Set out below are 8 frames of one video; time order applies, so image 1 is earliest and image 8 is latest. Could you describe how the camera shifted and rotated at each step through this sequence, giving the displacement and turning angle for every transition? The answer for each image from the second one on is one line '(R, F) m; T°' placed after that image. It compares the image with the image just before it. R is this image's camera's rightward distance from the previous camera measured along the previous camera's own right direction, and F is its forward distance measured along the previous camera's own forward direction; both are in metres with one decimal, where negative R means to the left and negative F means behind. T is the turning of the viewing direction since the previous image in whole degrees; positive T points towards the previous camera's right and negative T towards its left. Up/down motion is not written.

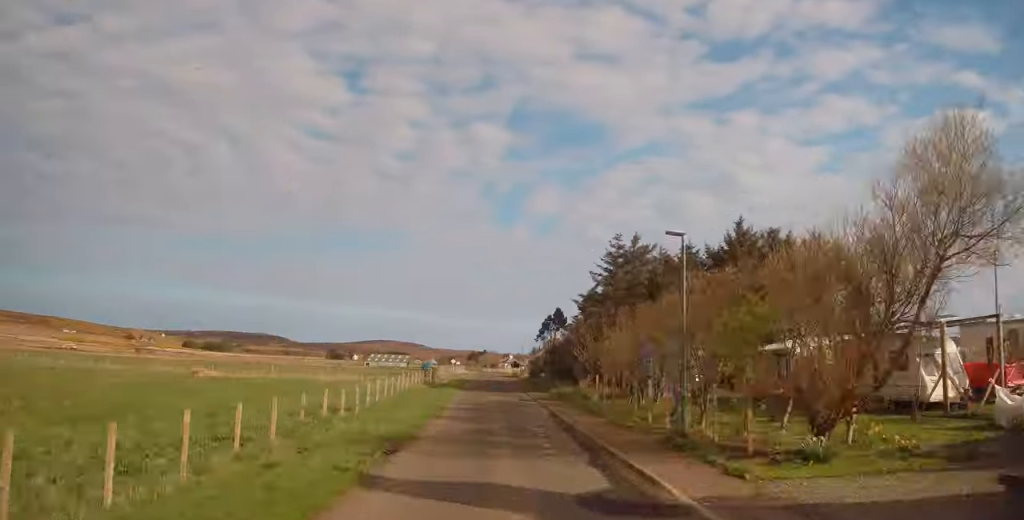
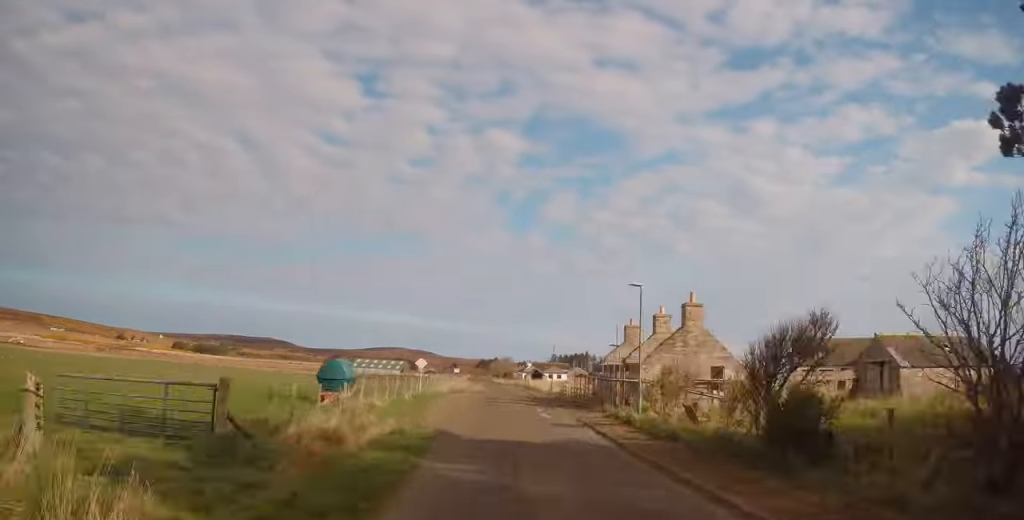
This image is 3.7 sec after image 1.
(+1.2, +48.8) m; -3°
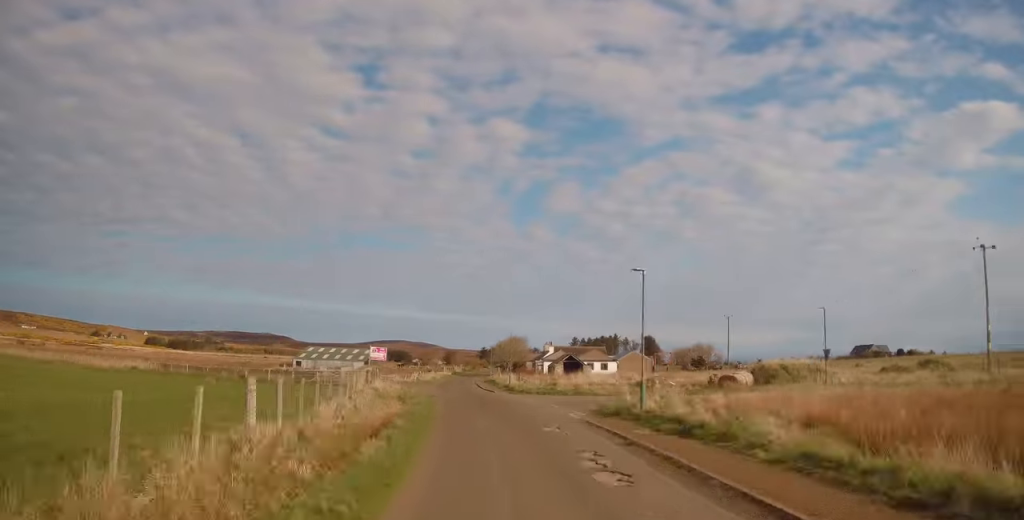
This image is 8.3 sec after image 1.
(-5.0, +65.7) m; -4°
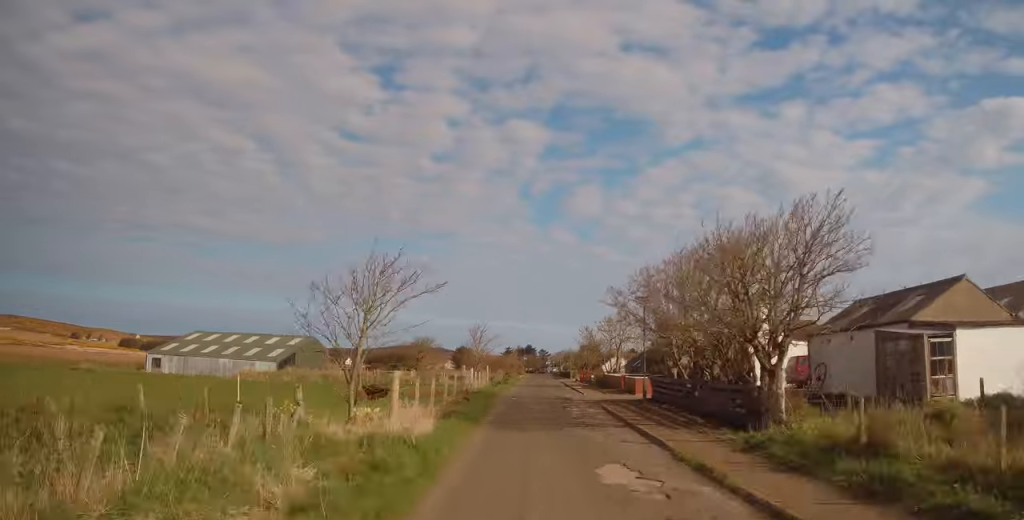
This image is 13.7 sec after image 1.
(+1.9, +85.5) m; -7°
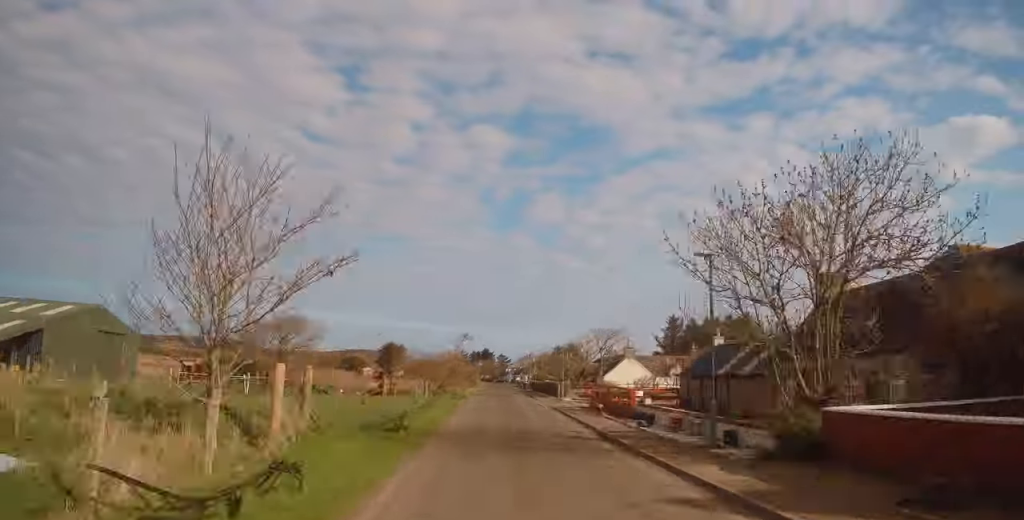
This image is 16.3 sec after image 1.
(-2.3, +39.9) m; +1°
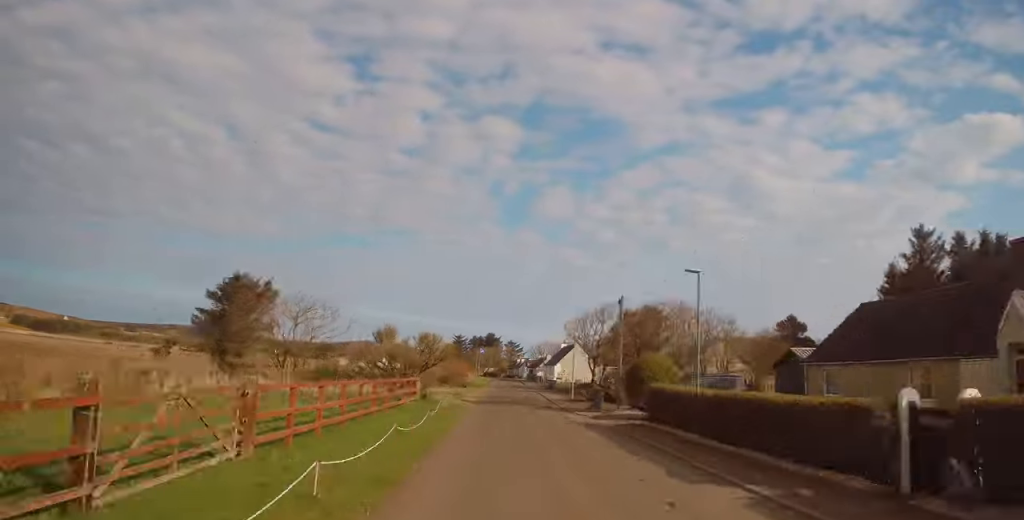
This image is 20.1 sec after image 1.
(-3.3, +56.2) m; +16°
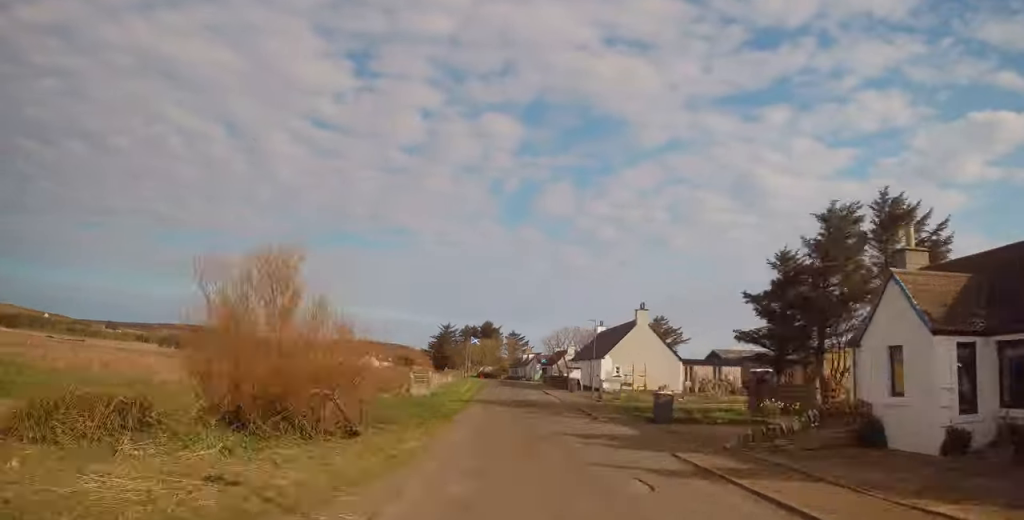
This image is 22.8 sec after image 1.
(+18.9, +37.9) m; +12°
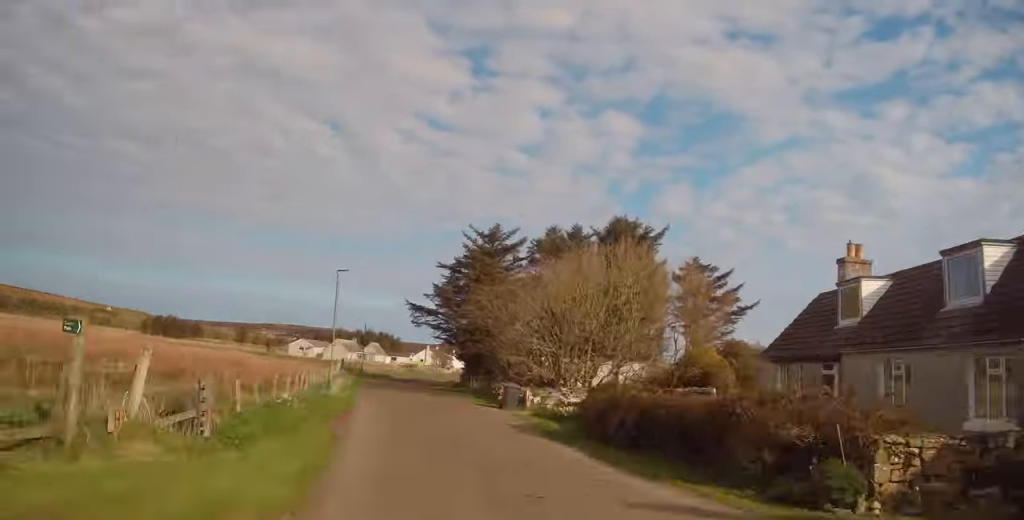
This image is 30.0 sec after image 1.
(-34.2, +97.7) m; -27°
